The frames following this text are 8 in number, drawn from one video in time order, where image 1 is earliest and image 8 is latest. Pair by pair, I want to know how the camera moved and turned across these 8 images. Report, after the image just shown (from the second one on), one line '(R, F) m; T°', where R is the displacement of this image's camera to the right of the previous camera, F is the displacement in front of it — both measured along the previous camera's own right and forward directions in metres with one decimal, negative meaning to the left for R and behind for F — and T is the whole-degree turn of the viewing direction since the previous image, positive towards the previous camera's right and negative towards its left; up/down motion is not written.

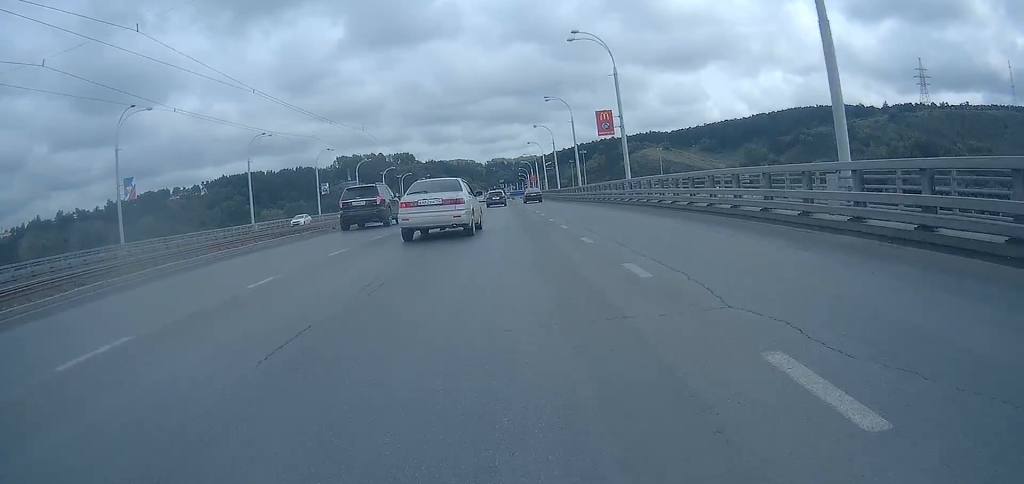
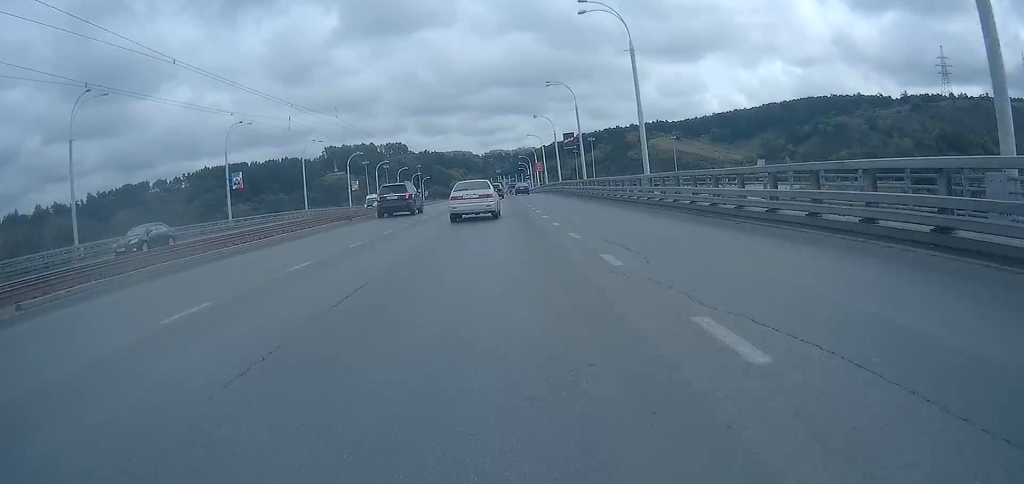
(0.0, +36.7) m; 0°
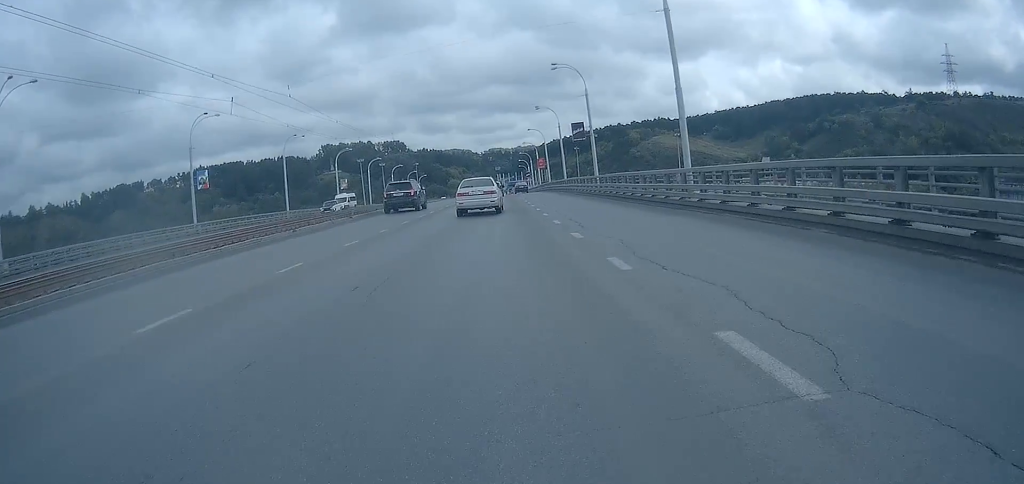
(0.0, +9.0) m; 0°
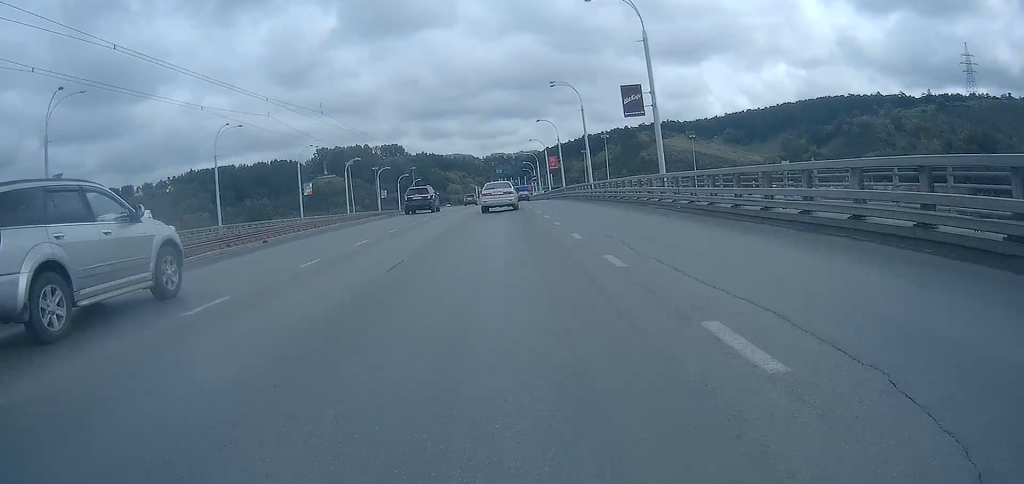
(+0.2, +24.8) m; 0°
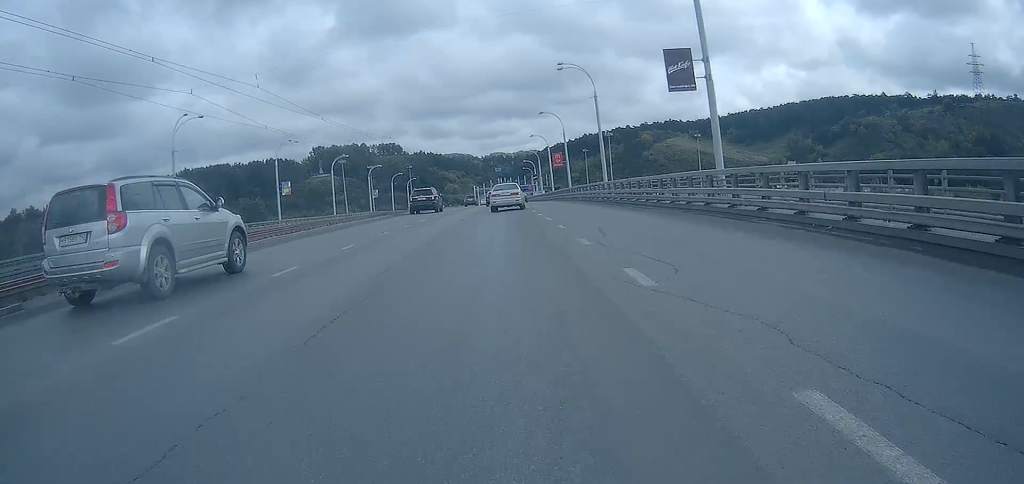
(0.0, +9.9) m; 0°
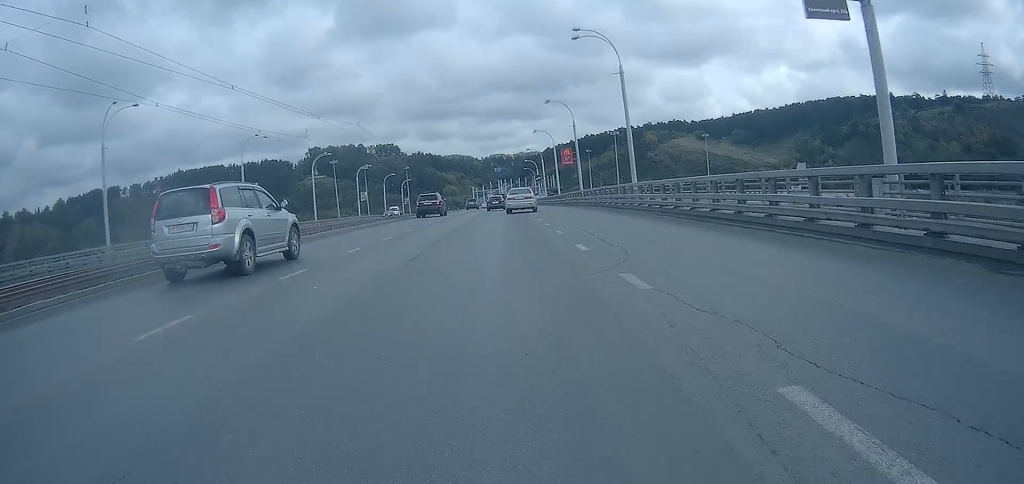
(+0.1, +12.3) m; 0°
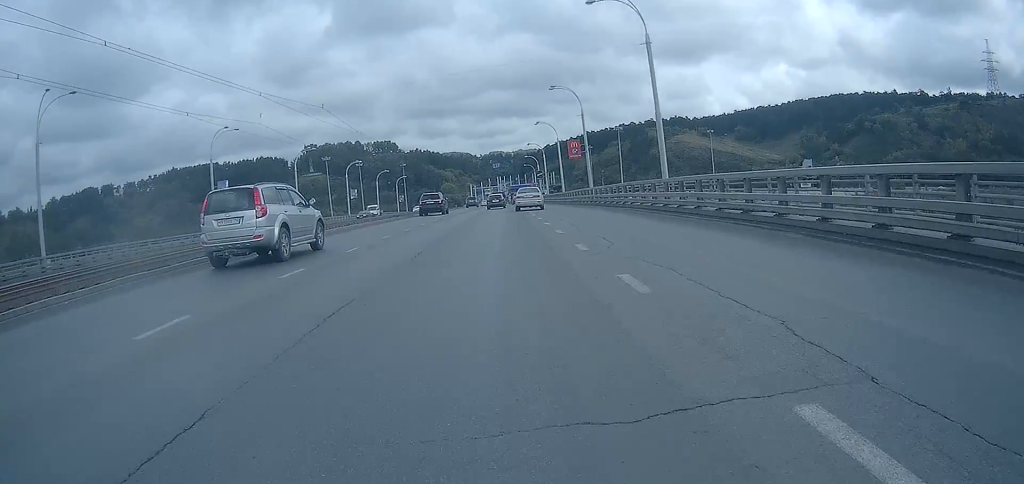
(+0.1, +8.4) m; 0°
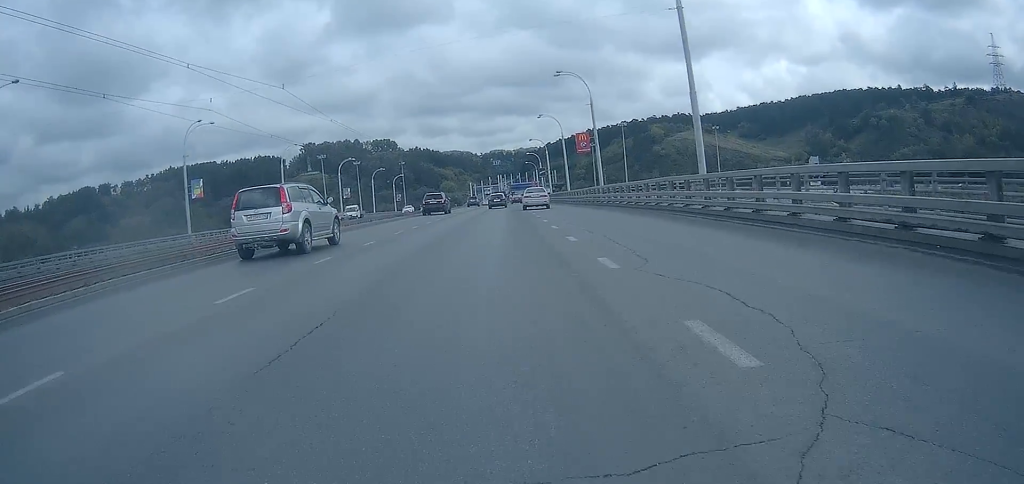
(0.0, +6.7) m; 0°
